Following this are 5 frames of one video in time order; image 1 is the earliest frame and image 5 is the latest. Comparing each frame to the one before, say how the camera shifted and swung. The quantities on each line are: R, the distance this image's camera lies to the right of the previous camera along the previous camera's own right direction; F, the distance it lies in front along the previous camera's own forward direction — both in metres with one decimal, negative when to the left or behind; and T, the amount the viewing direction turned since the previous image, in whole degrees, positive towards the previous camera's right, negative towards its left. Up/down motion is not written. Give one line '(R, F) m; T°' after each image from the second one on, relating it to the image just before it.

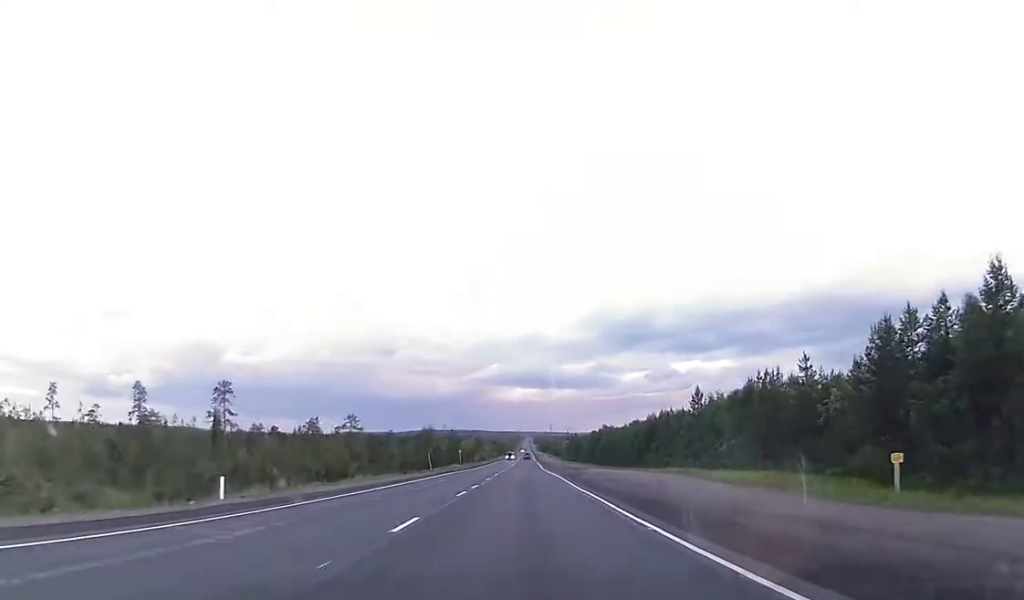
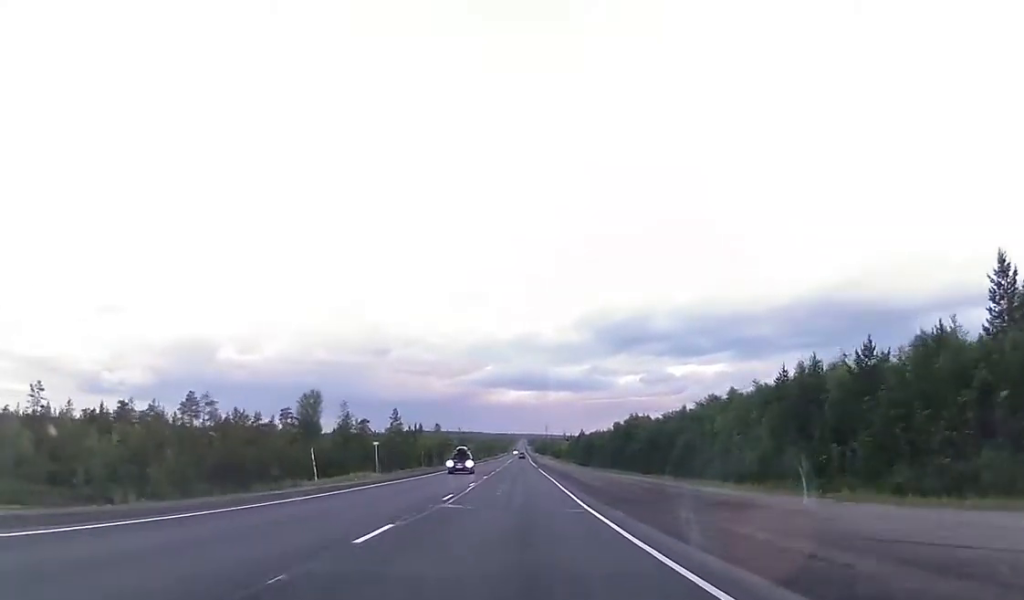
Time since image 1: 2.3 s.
(+0.1, +67.4) m; +1°
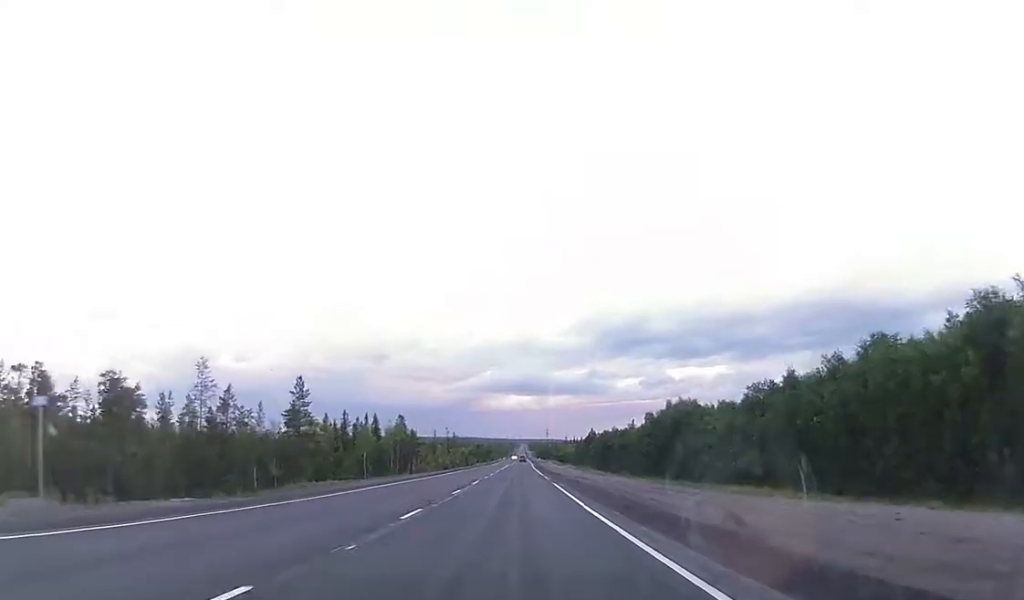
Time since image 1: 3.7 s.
(+0.1, +42.3) m; 0°
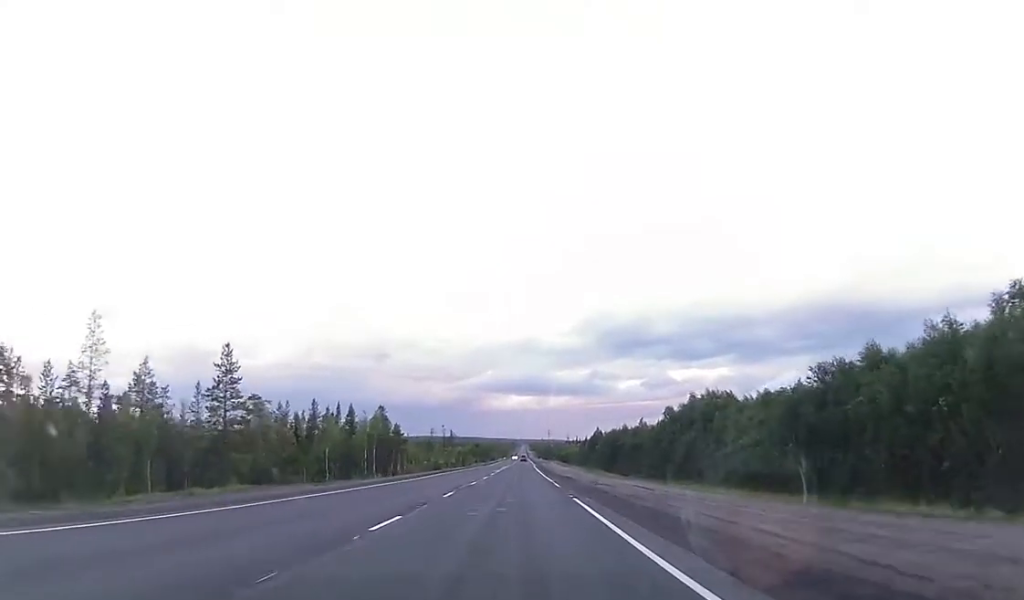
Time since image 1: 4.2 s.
(+0.1, +14.8) m; 0°
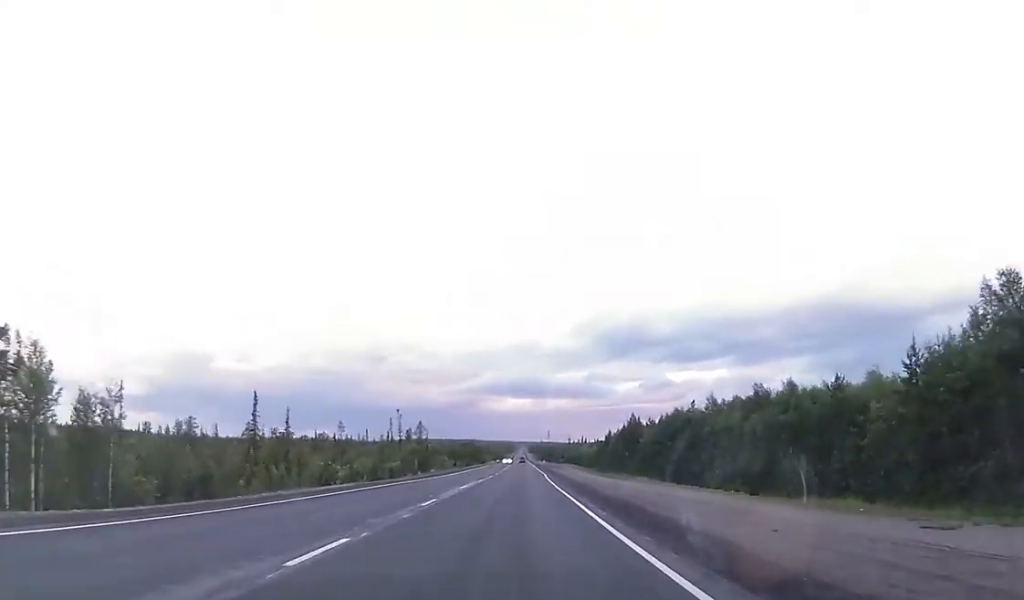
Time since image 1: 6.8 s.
(-0.4, +75.4) m; +1°
